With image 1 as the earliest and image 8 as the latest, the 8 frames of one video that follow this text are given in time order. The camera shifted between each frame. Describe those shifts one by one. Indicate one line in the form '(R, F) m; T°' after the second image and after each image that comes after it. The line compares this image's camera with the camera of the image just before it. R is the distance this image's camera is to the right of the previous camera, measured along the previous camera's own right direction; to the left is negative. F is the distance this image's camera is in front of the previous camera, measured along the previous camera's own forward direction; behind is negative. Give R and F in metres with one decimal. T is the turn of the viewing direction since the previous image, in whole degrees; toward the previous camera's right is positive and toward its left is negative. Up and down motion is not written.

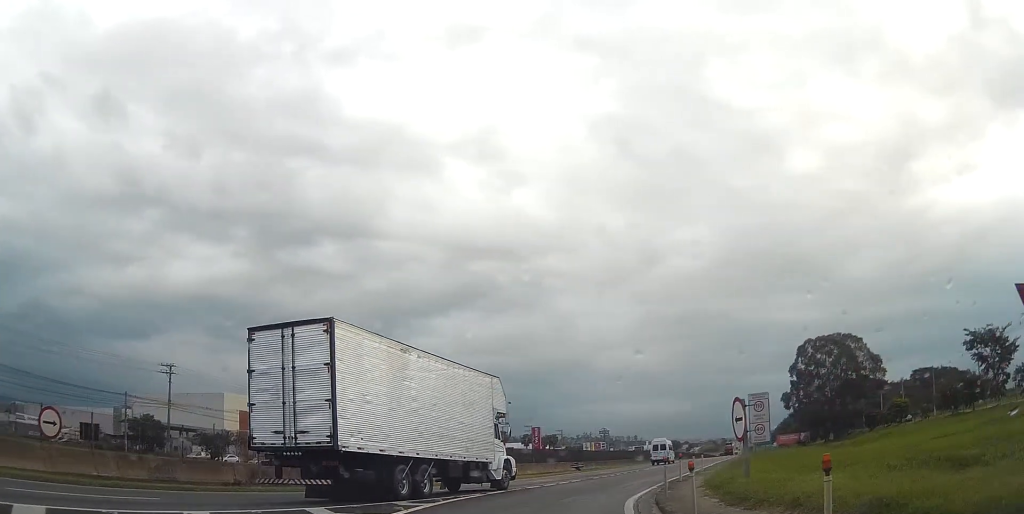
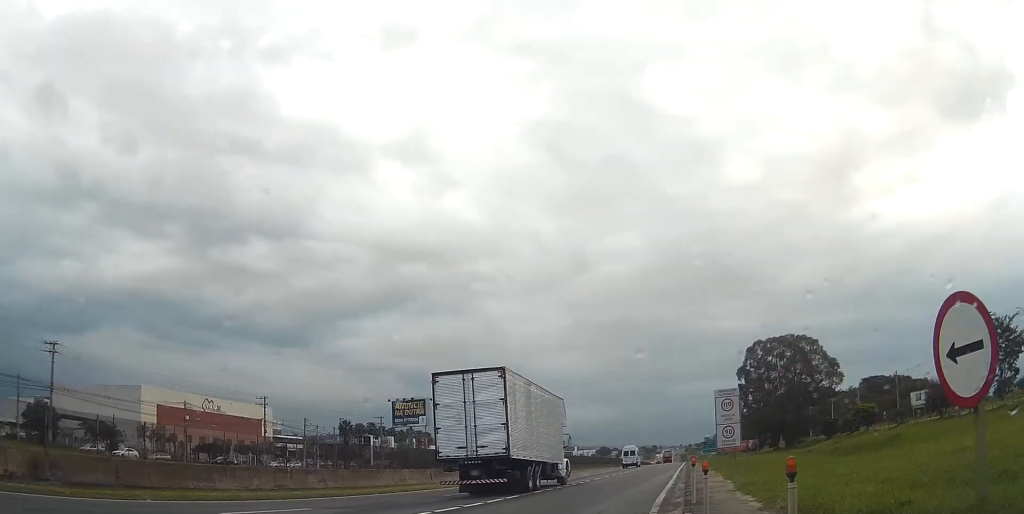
(+0.5, +10.6) m; +9°
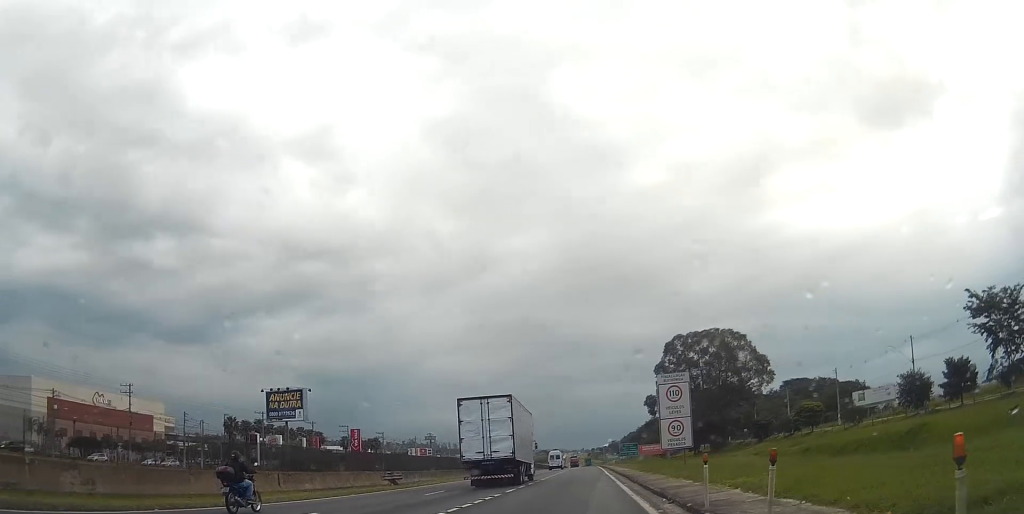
(+1.4, +12.1) m; +1°
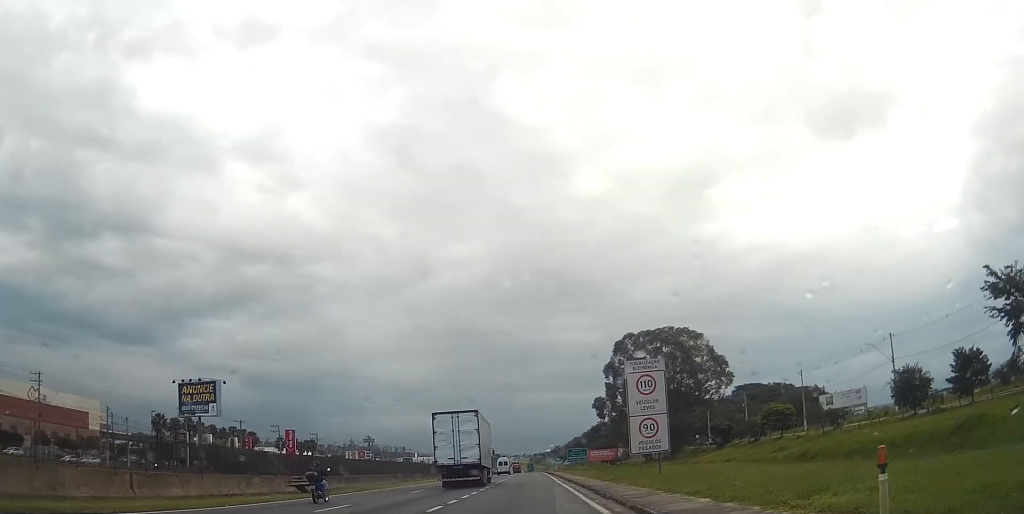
(-0.9, +8.7) m; -1°
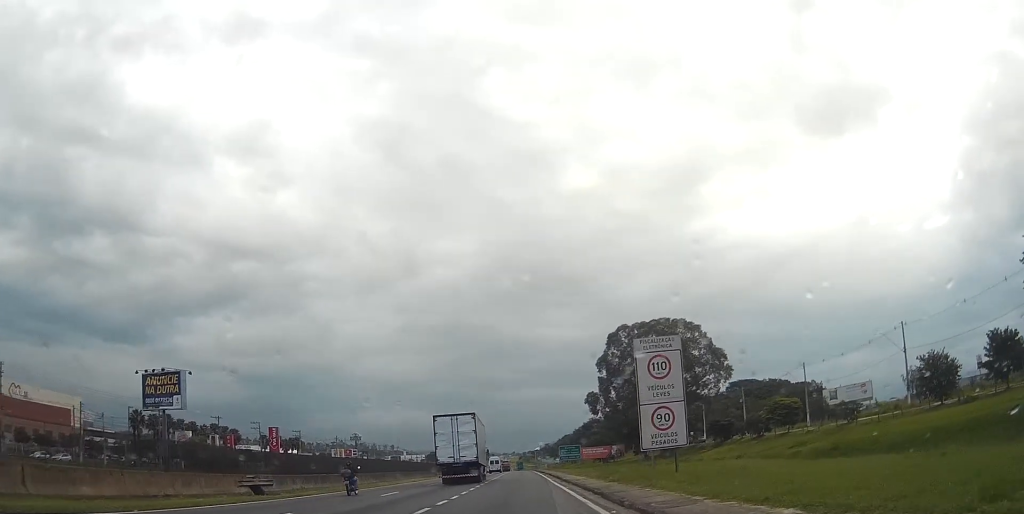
(-0.4, +5.7) m; 0°
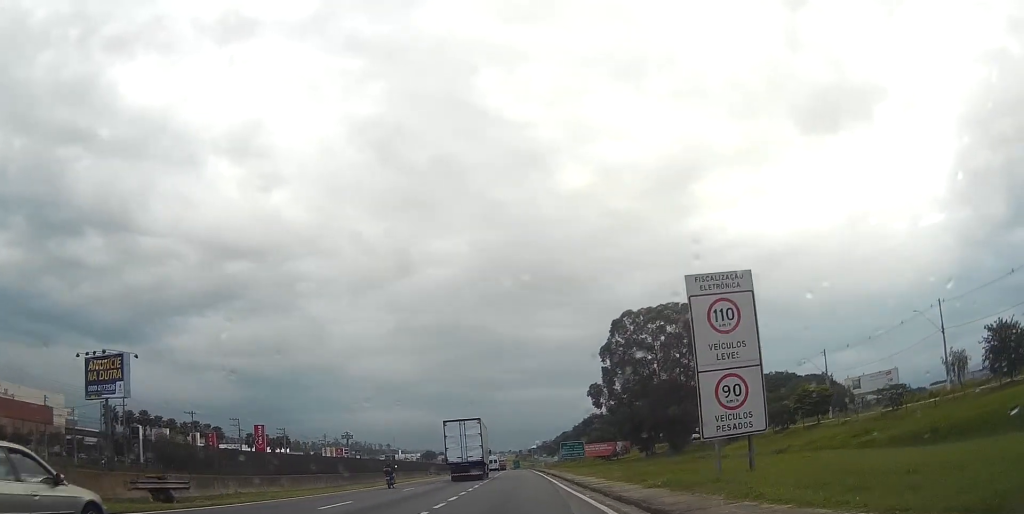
(+0.9, +10.0) m; +5°
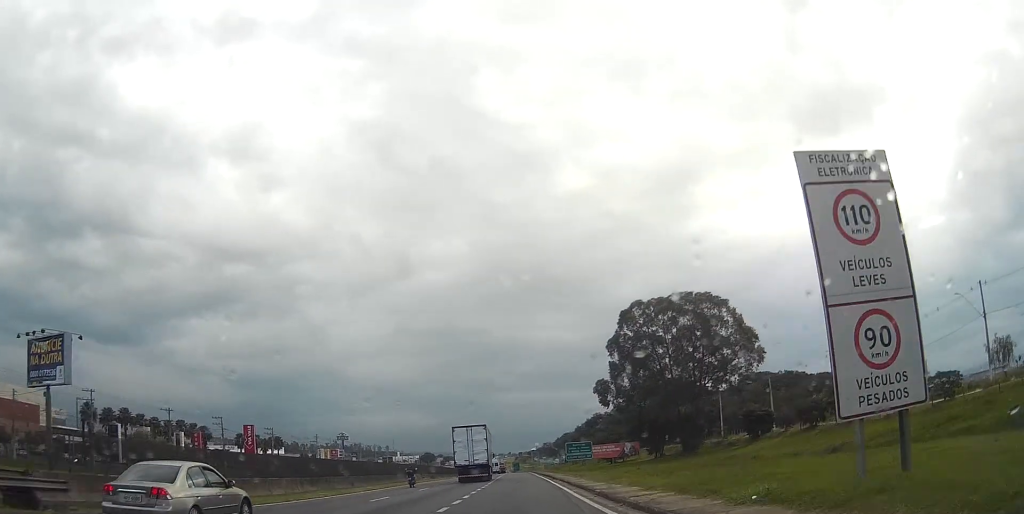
(+0.2, +8.8) m; +1°
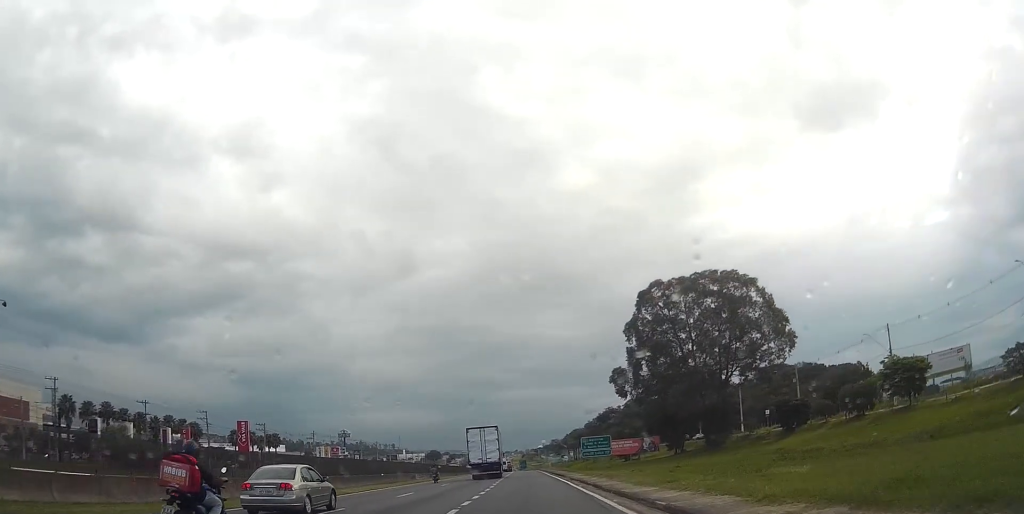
(0.0, +10.1) m; -1°
